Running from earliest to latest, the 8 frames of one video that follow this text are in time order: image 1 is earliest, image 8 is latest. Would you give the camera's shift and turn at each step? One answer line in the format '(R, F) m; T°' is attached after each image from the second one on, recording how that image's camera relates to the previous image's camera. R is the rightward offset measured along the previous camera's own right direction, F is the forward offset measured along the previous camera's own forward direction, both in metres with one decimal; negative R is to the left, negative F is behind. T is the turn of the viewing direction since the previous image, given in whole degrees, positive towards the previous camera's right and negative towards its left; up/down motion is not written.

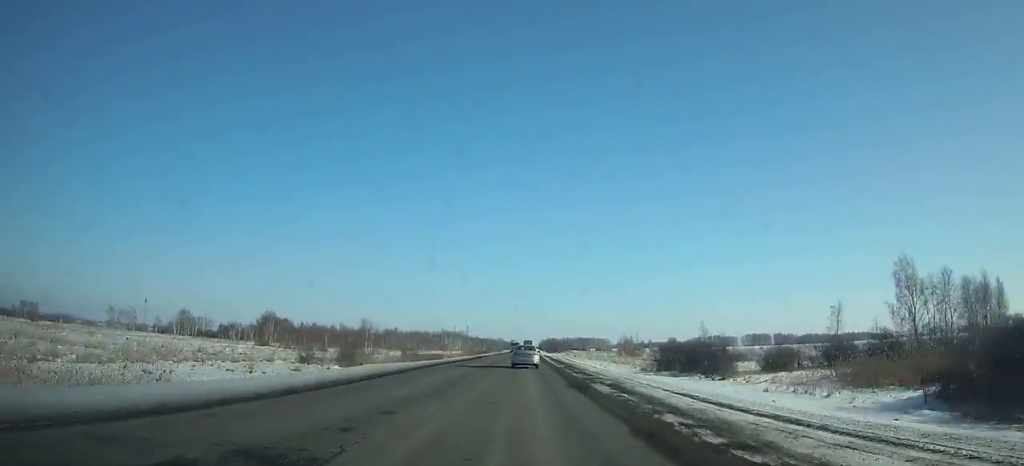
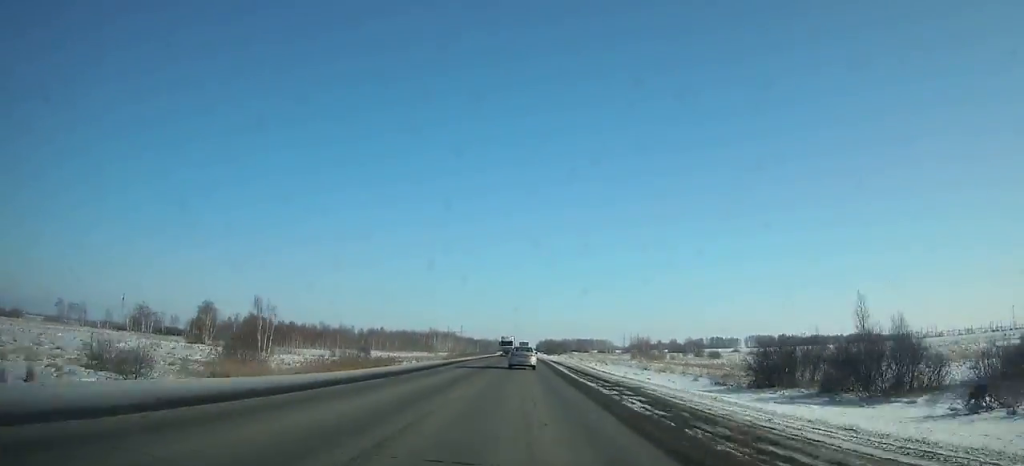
(-0.1, +33.0) m; 0°
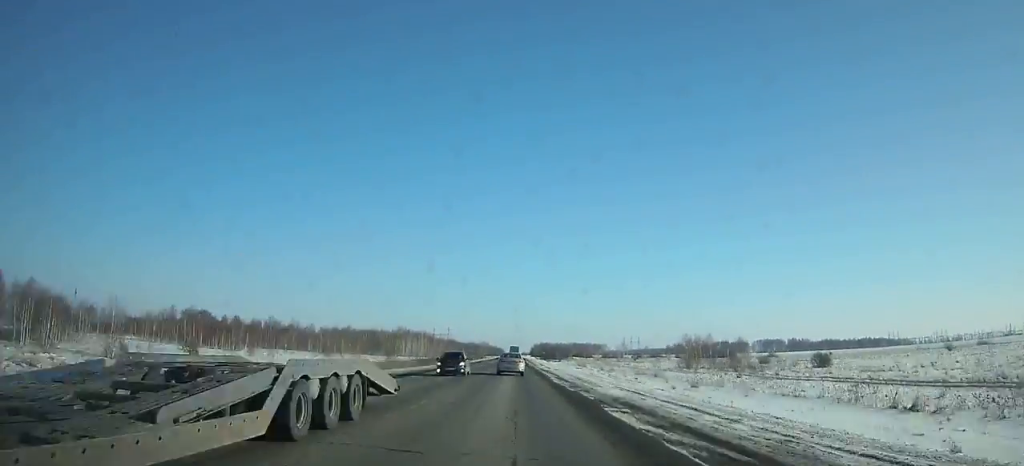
(+0.4, +61.6) m; 0°
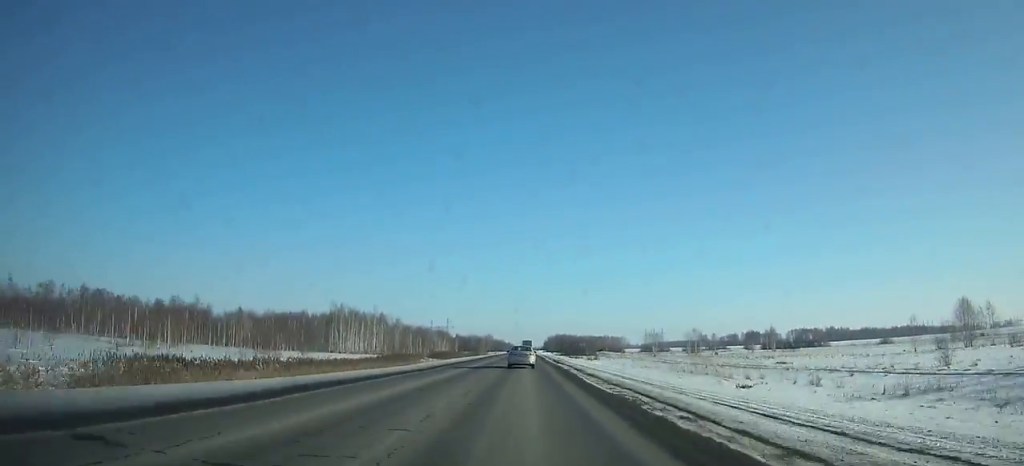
(-0.6, +90.2) m; 0°
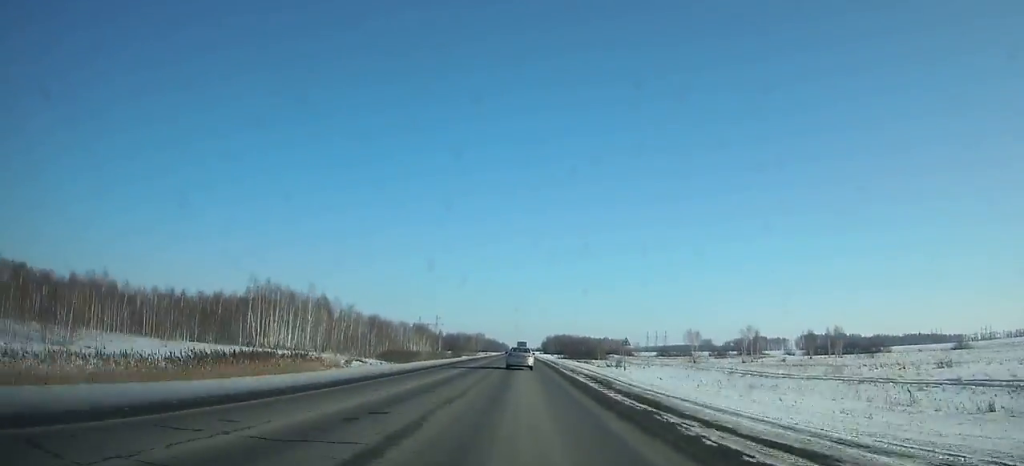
(+0.1, +42.9) m; 0°
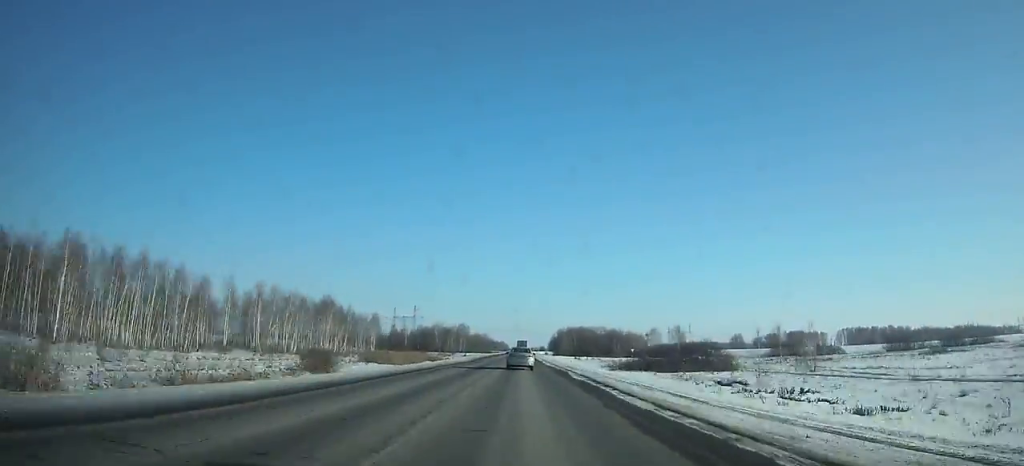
(+0.1, +109.6) m; 0°
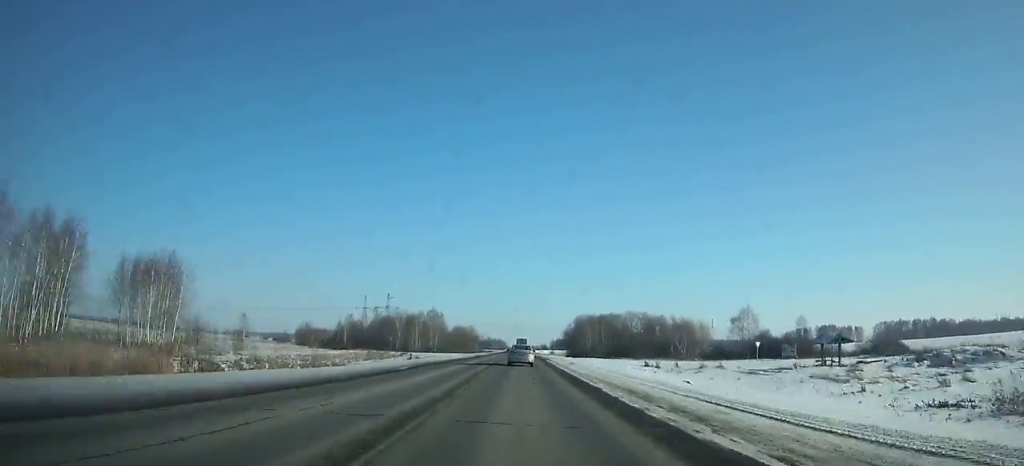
(-0.2, +80.5) m; 0°
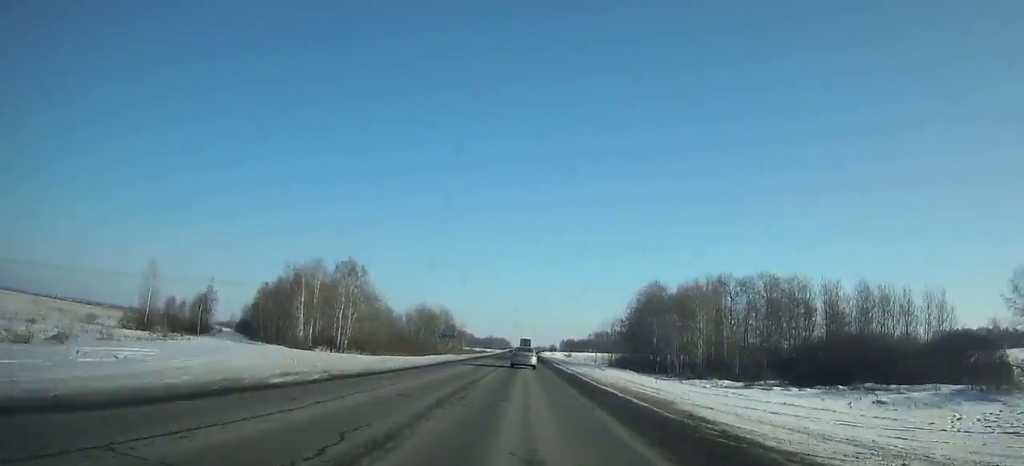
(+0.1, +87.2) m; 0°
